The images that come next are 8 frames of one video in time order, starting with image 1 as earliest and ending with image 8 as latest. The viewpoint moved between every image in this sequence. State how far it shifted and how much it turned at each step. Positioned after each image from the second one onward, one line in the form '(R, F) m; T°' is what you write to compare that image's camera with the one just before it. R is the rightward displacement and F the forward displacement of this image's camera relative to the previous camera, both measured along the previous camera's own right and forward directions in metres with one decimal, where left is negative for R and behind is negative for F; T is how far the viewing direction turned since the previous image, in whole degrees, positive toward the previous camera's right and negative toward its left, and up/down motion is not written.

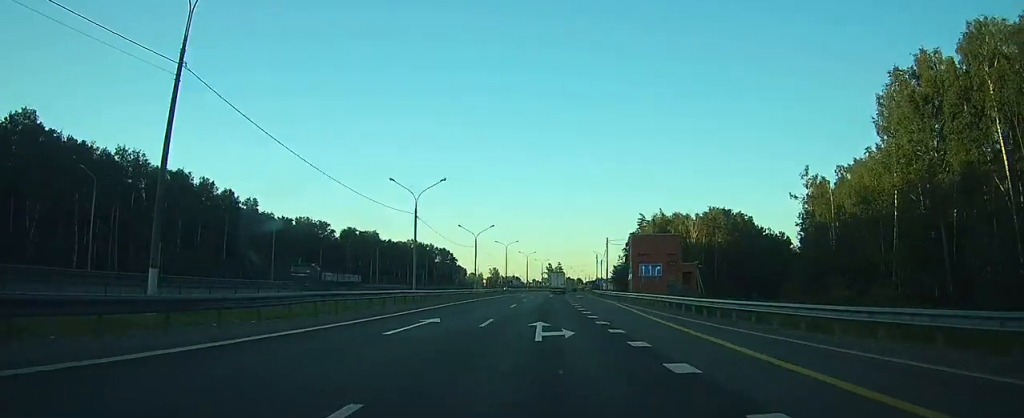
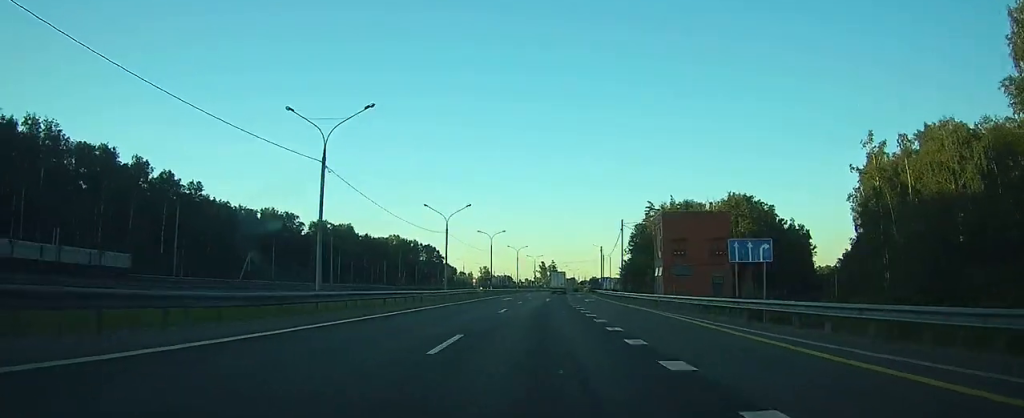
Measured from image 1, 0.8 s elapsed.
(+0.1, +23.5) m; +1°
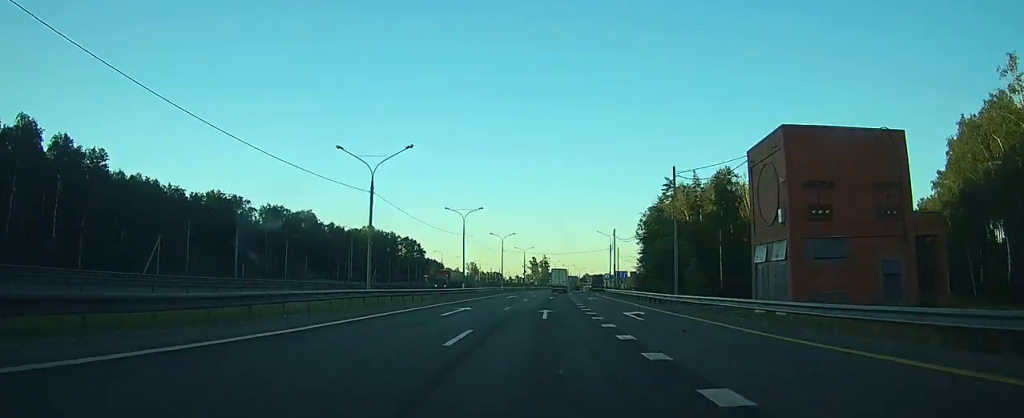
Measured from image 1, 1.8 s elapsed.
(+0.3, +30.2) m; +1°
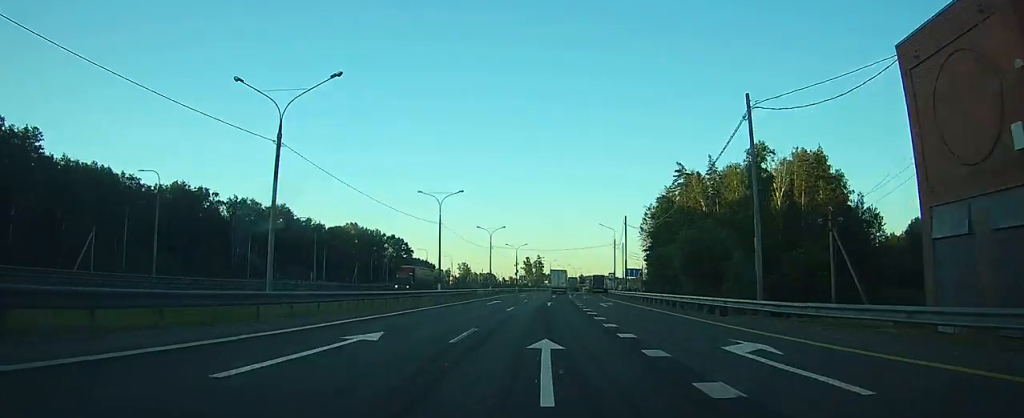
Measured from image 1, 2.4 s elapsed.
(+0.1, +15.5) m; 0°
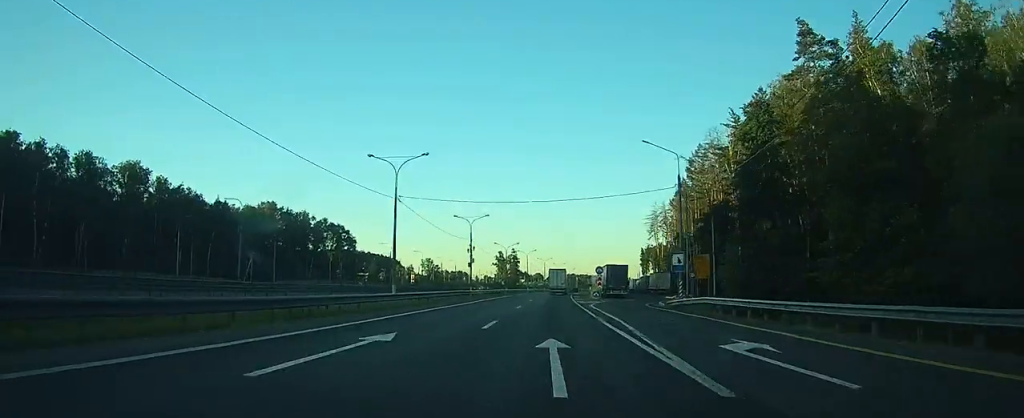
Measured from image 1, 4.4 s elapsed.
(+1.0, +59.1) m; +2°
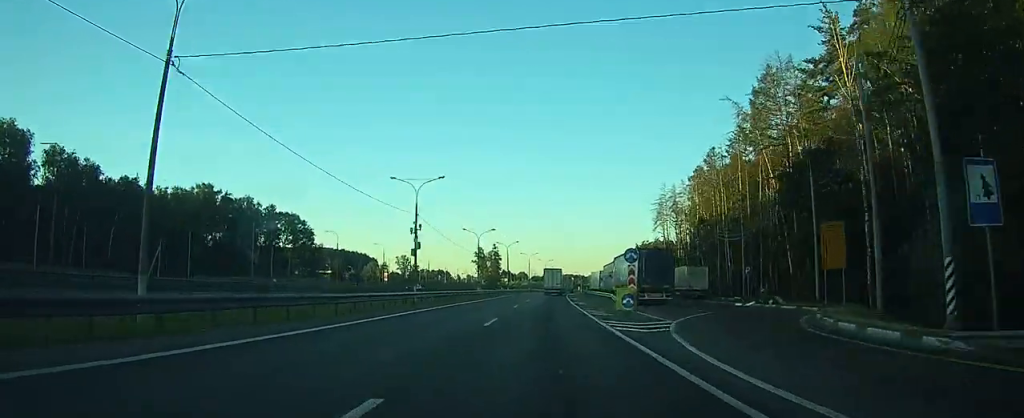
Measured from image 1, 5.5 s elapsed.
(+0.3, +30.2) m; +1°
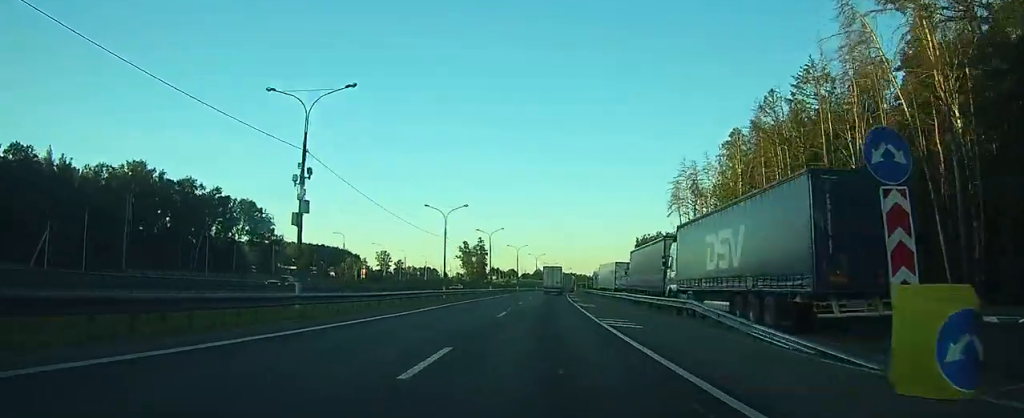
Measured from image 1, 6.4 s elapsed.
(+0.2, +26.3) m; +1°
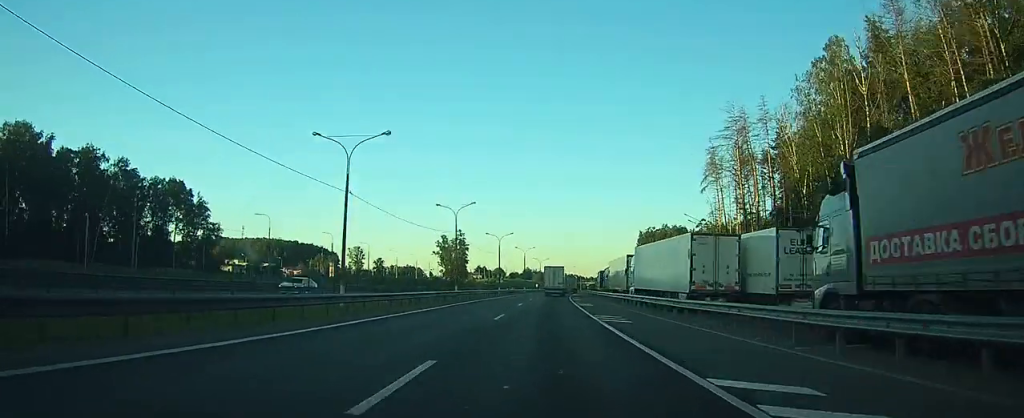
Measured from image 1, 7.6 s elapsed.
(+0.3, +33.6) m; +1°
